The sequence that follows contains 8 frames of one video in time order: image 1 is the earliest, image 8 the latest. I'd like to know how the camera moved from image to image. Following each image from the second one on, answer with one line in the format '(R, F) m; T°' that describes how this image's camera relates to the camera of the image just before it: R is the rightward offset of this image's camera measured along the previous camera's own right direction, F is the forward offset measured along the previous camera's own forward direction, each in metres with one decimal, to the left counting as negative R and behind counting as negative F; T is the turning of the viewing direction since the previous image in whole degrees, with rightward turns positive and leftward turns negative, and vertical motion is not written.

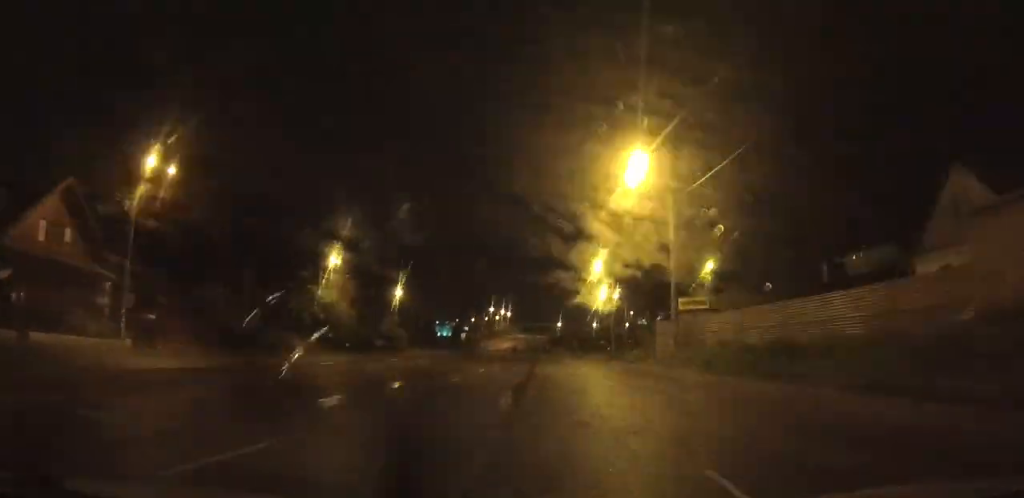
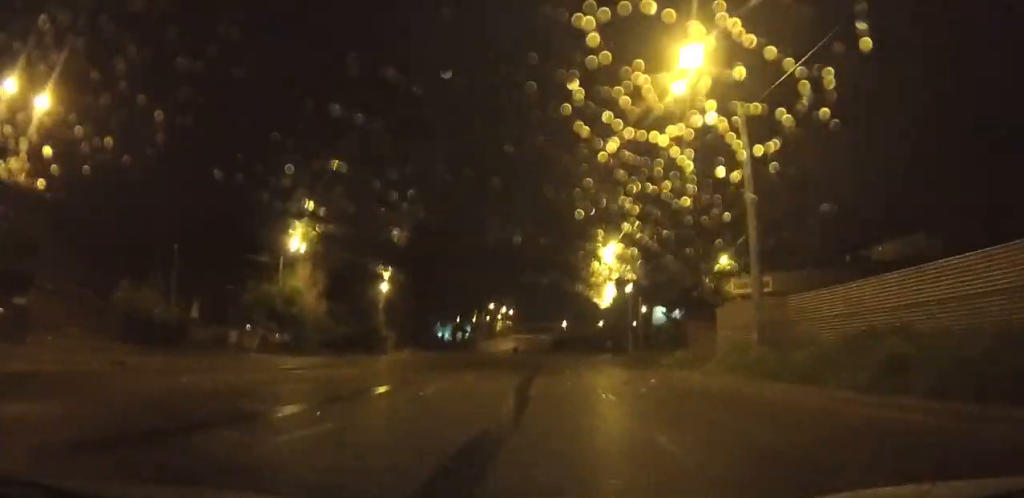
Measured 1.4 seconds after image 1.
(+0.1, +12.8) m; 0°
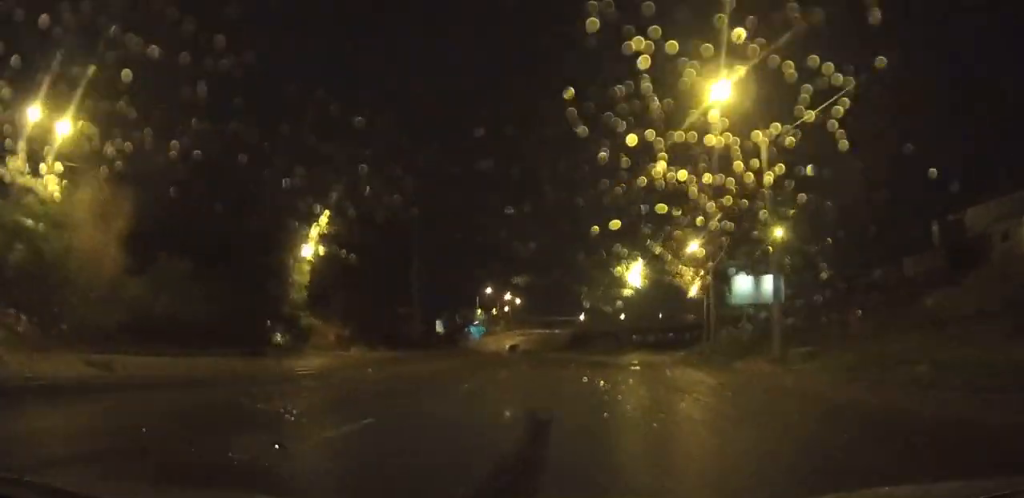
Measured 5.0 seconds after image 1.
(+0.1, +39.5) m; +2°
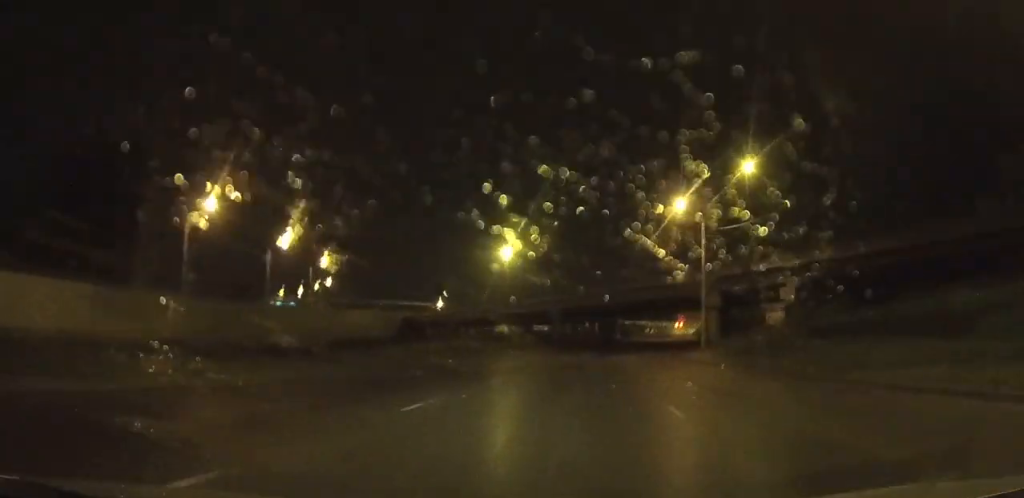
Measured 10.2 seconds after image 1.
(+6.6, +70.8) m; +13°
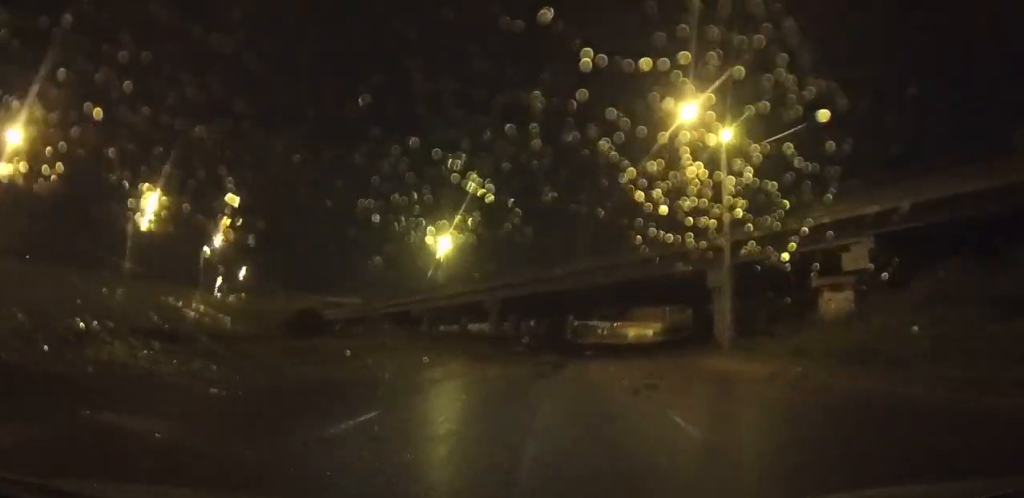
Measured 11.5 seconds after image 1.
(+1.0, +20.0) m; +3°
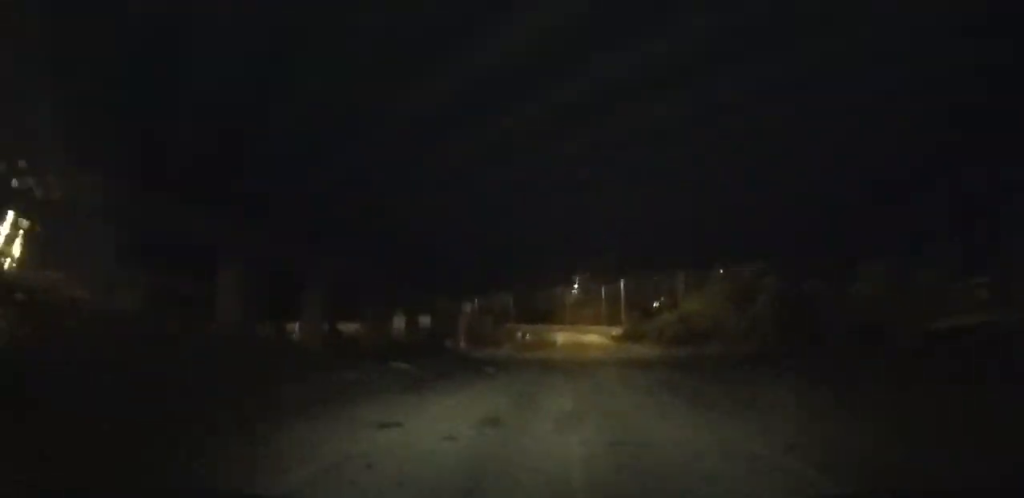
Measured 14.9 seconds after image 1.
(+3.7, +53.2) m; +6°
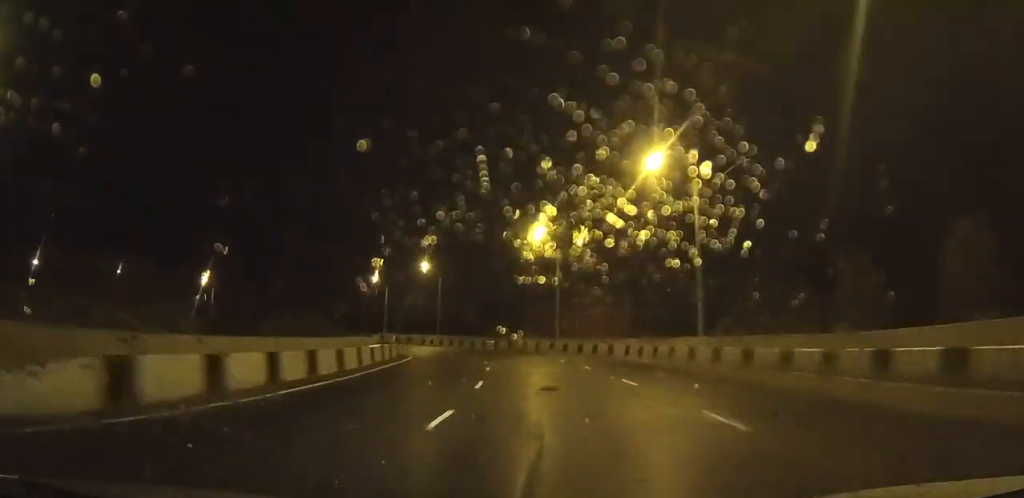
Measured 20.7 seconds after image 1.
(+1.8, +84.8) m; -5°
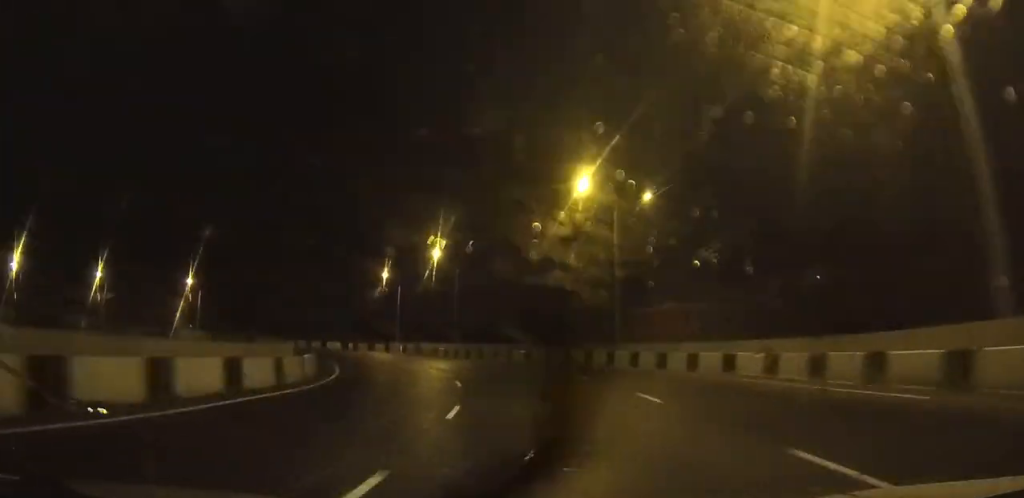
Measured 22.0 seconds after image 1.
(+0.4, +18.1) m; -6°
